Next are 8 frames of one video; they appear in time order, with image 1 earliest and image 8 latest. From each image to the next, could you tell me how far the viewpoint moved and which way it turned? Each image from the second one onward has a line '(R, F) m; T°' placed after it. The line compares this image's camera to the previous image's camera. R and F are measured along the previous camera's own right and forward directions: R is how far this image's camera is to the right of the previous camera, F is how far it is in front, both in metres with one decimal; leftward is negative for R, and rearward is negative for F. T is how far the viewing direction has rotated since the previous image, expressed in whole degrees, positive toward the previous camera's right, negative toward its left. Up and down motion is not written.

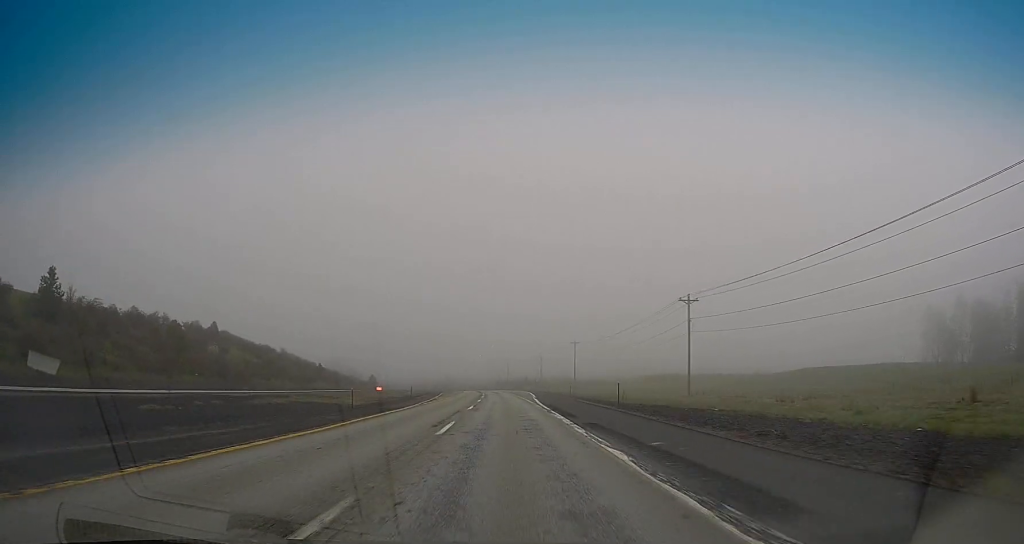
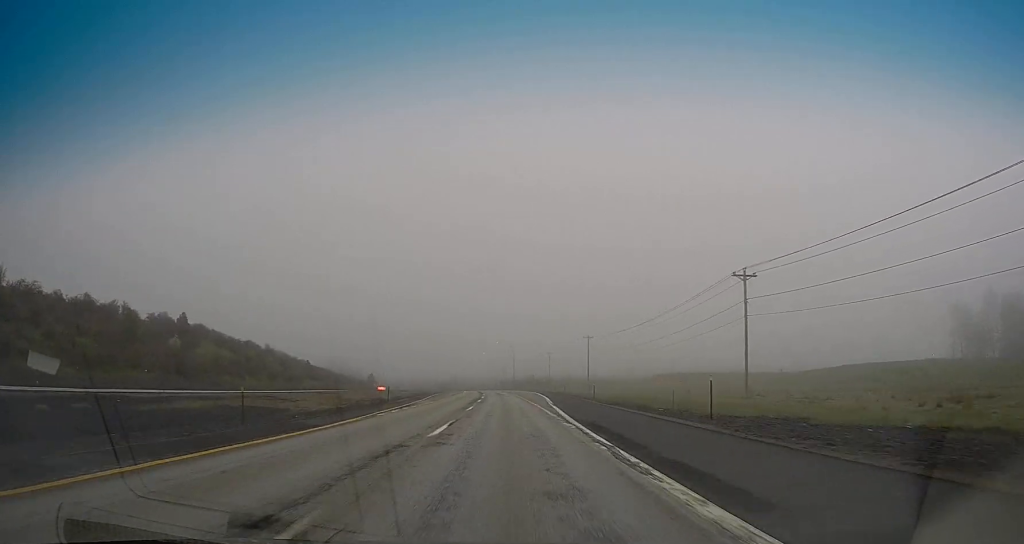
(-0.1, +16.7) m; 0°
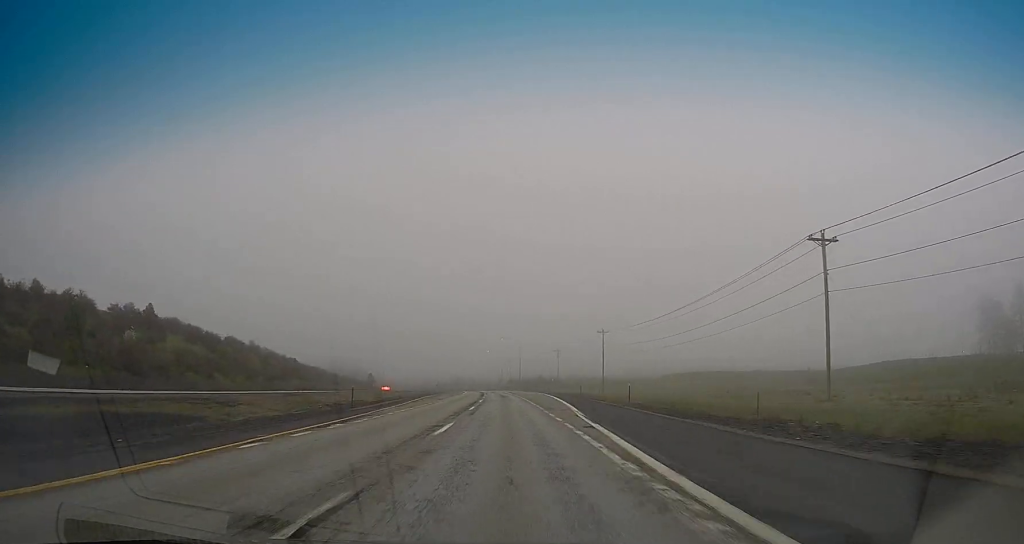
(0.0, +14.7) m; 0°
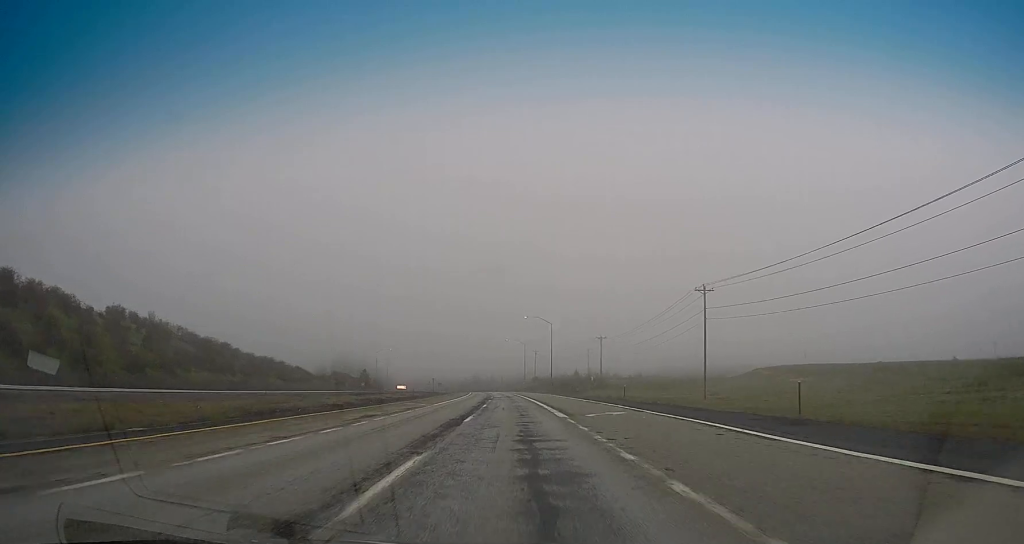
(-1.1, +56.9) m; -3°
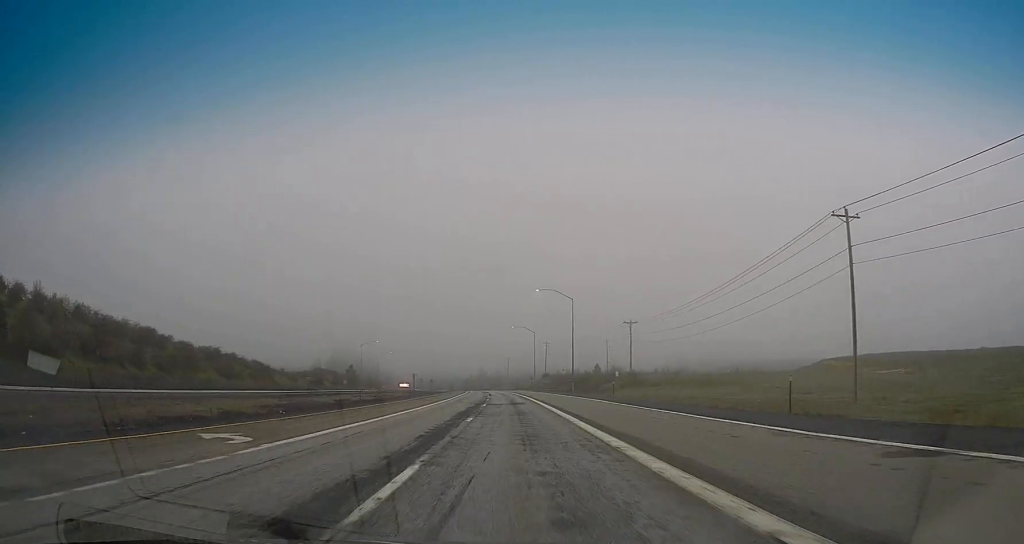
(-0.5, +32.4) m; 0°
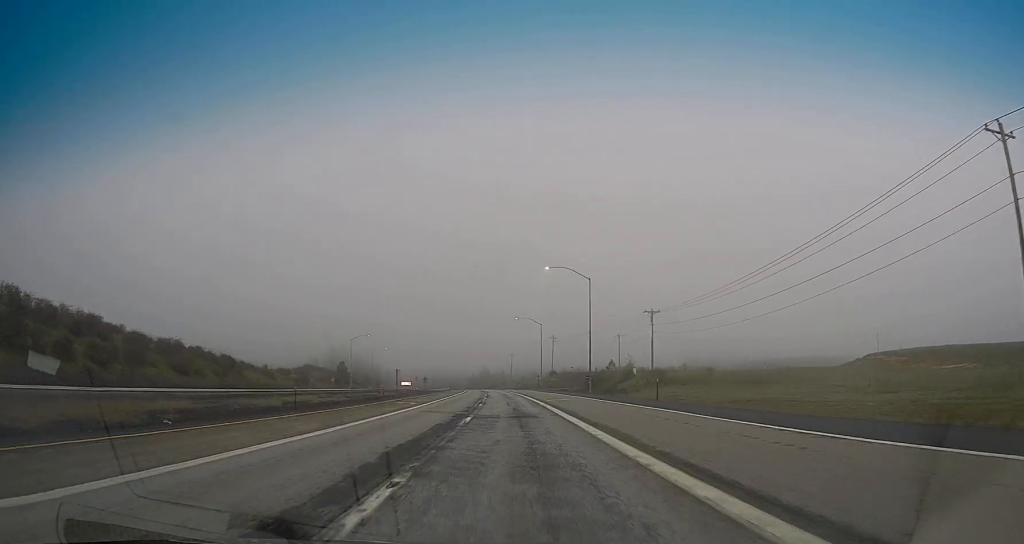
(+0.3, +16.7) m; 0°
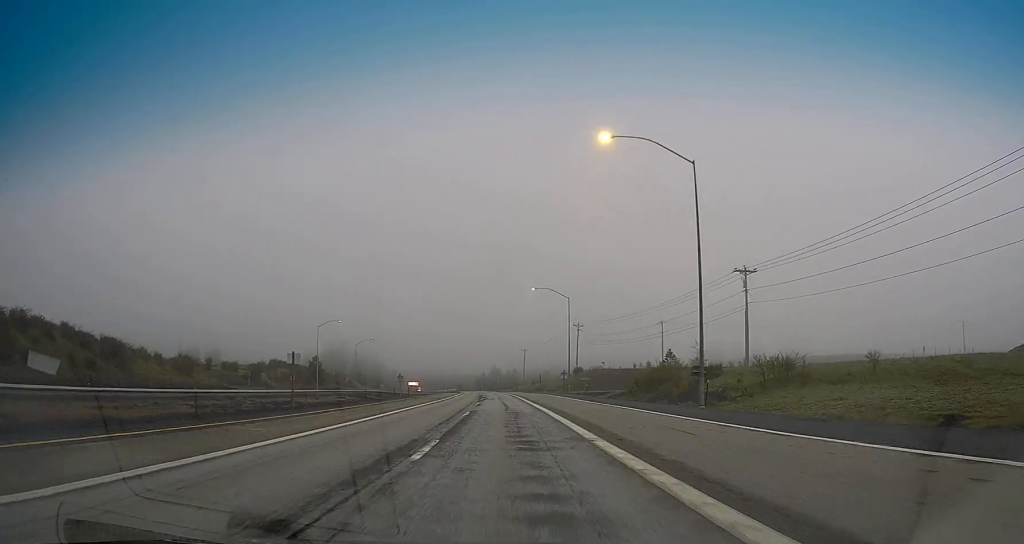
(-0.7, +41.3) m; -2°
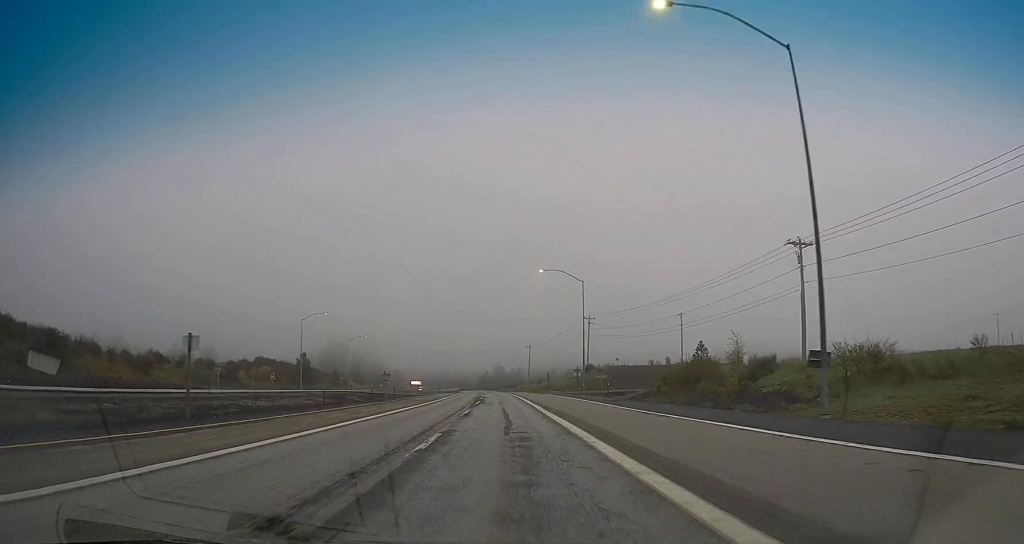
(-0.2, +13.8) m; 0°
